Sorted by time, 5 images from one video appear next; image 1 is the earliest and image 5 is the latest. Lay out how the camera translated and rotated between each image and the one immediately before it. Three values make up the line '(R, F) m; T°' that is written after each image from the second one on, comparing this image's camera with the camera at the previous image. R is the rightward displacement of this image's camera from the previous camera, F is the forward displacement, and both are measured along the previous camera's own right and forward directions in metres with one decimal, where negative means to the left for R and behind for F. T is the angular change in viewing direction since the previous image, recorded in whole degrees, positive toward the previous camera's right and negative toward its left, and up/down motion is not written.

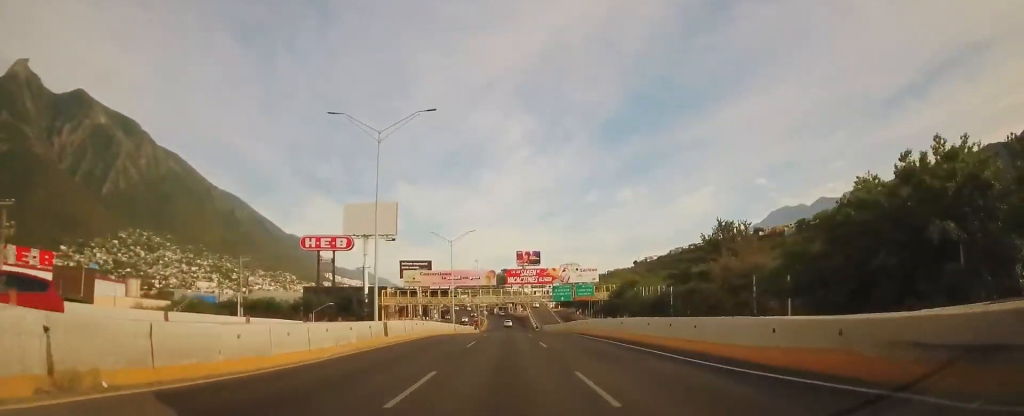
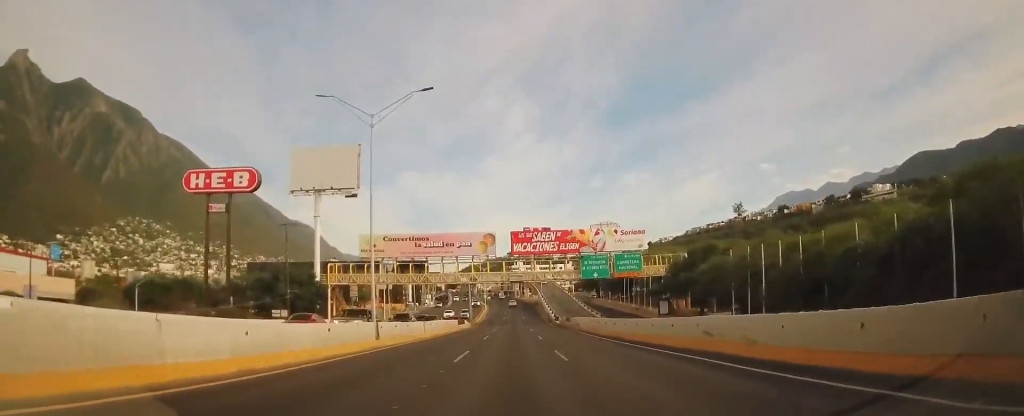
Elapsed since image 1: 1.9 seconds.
(+0.5, +37.0) m; +1°
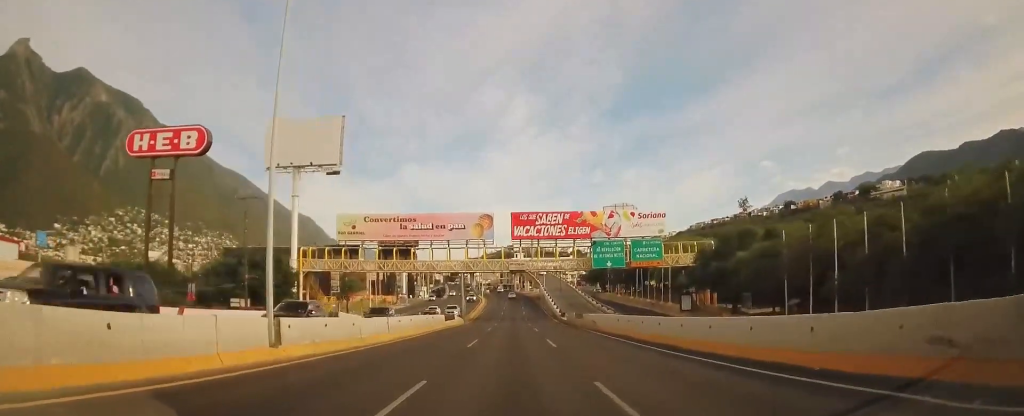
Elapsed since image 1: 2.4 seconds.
(0.0, +10.4) m; 0°
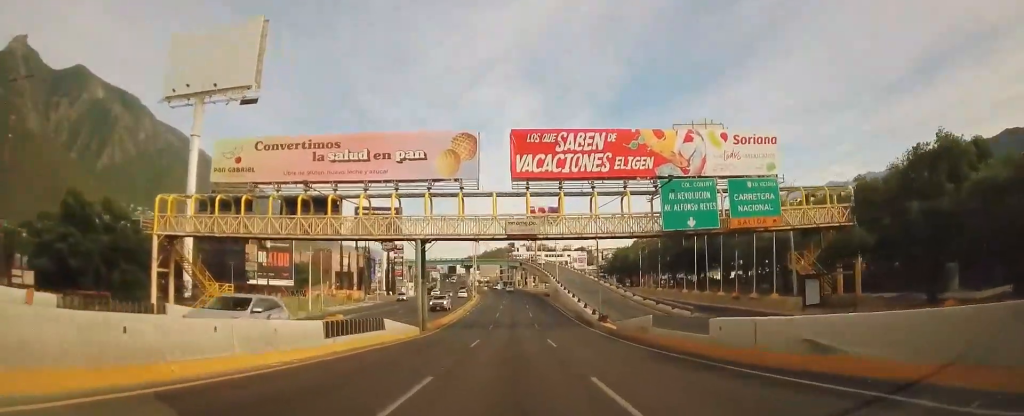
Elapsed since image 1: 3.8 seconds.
(+0.1, +29.6) m; +1°
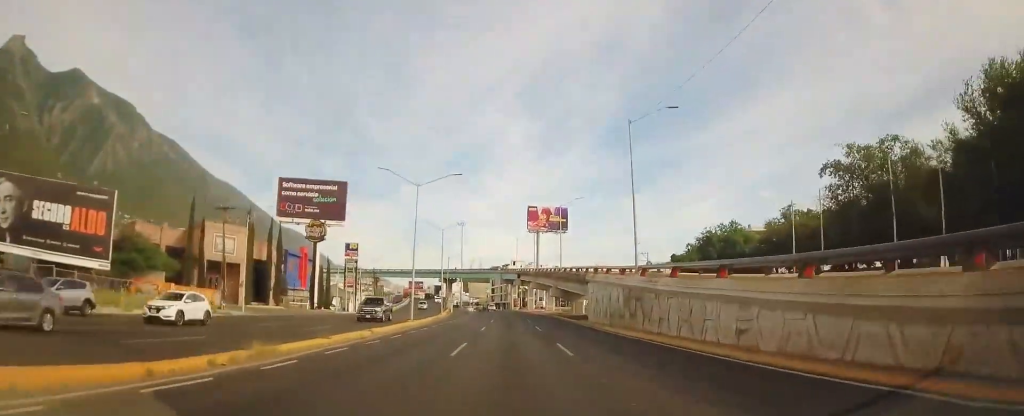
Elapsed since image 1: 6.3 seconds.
(+0.2, +51.6) m; -1°
